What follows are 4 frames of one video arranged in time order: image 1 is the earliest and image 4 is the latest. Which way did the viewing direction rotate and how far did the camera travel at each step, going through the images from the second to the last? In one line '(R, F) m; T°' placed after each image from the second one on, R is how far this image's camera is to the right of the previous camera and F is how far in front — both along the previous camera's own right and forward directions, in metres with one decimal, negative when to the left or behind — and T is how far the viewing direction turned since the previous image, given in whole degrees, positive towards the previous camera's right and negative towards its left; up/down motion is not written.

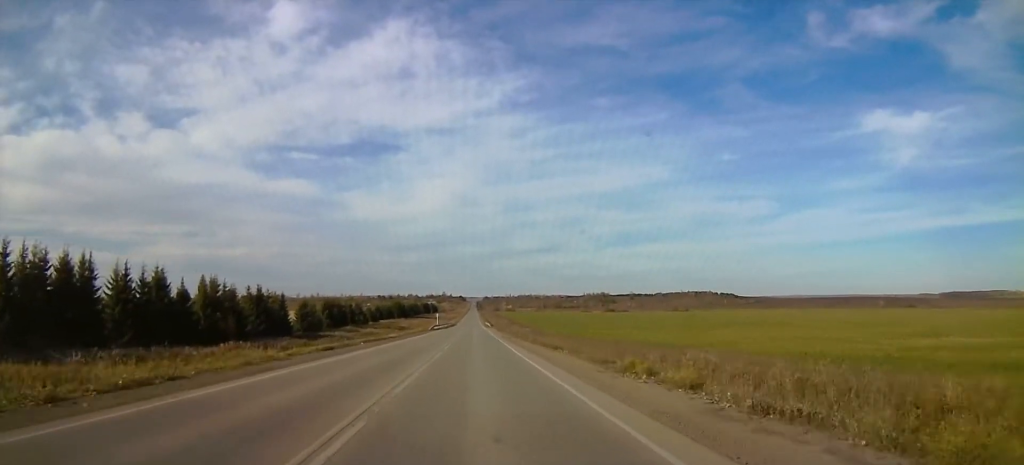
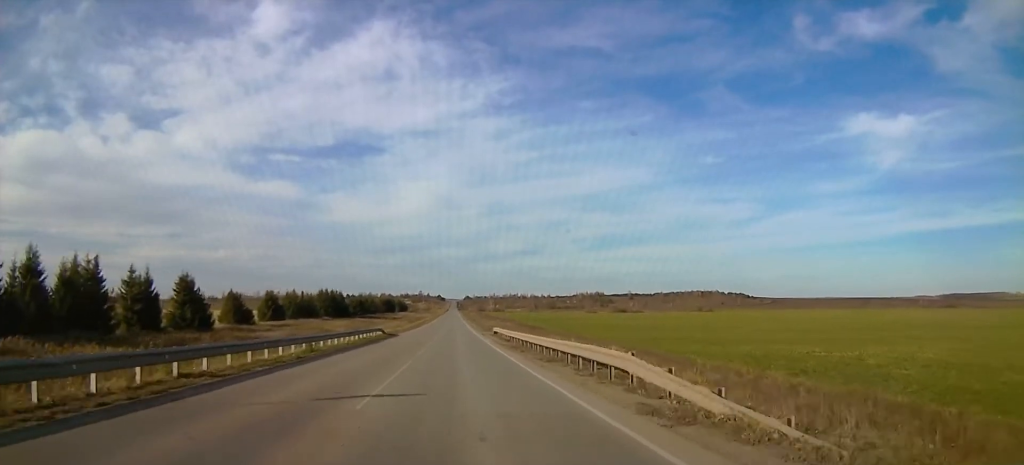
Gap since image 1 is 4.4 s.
(-1.2, +142.2) m; 0°
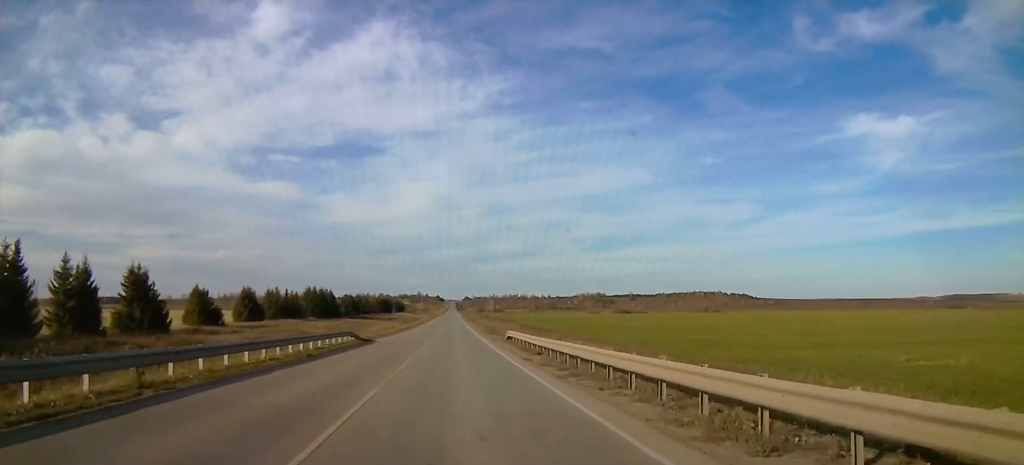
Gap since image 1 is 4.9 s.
(0.0, +14.0) m; 0°
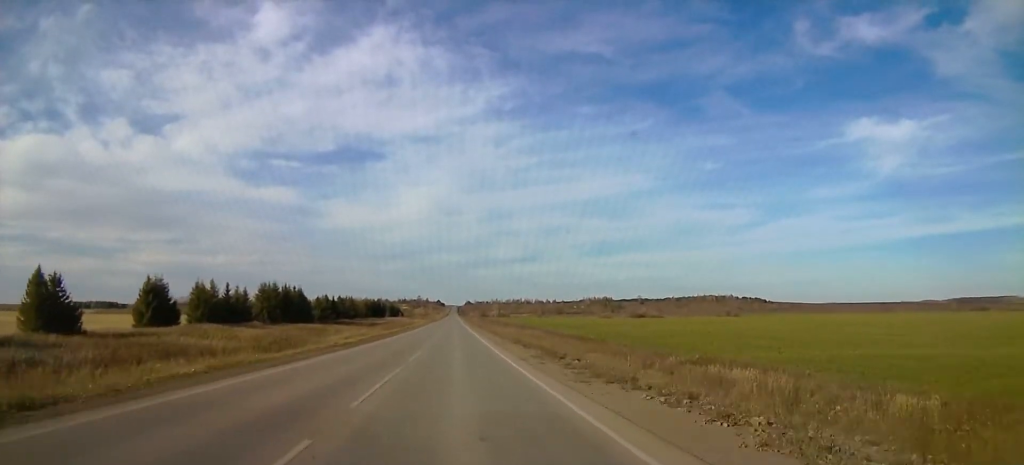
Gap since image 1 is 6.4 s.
(-0.1, +34.8) m; 0°
